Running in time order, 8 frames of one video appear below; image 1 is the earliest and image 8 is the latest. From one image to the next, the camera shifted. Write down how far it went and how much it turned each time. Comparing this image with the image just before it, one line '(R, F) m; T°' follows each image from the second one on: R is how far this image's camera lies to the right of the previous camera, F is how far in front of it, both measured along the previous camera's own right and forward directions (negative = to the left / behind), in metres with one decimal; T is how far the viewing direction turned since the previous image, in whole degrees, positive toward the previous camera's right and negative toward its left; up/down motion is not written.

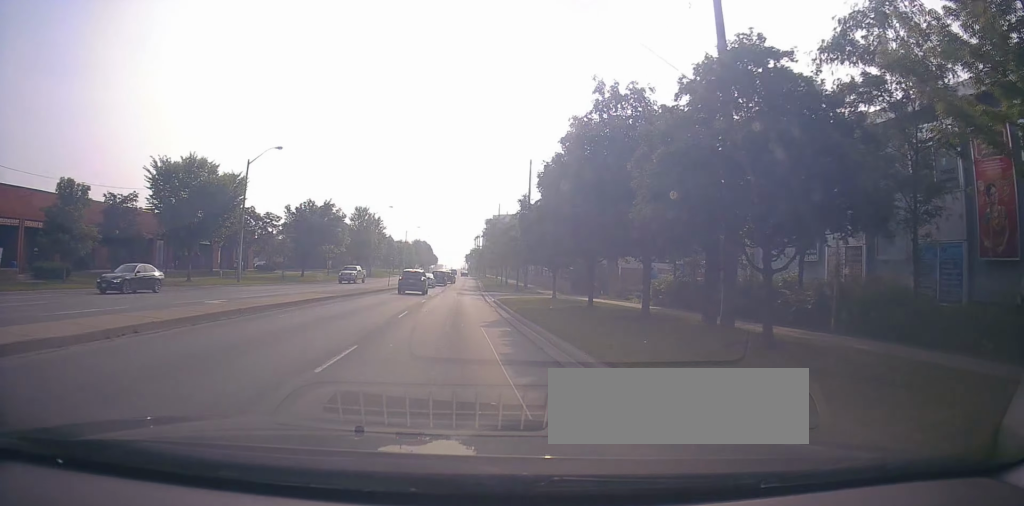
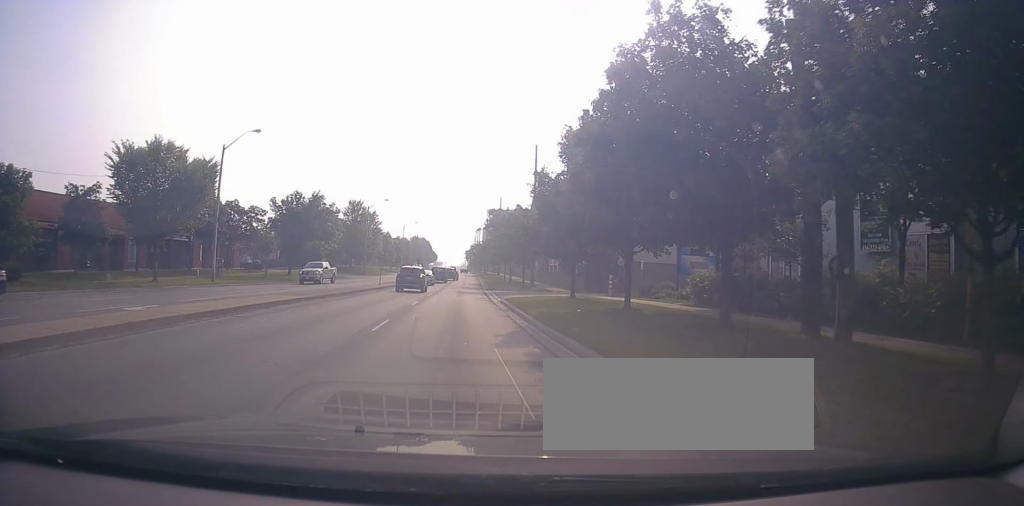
(-0.1, +5.3) m; +1°
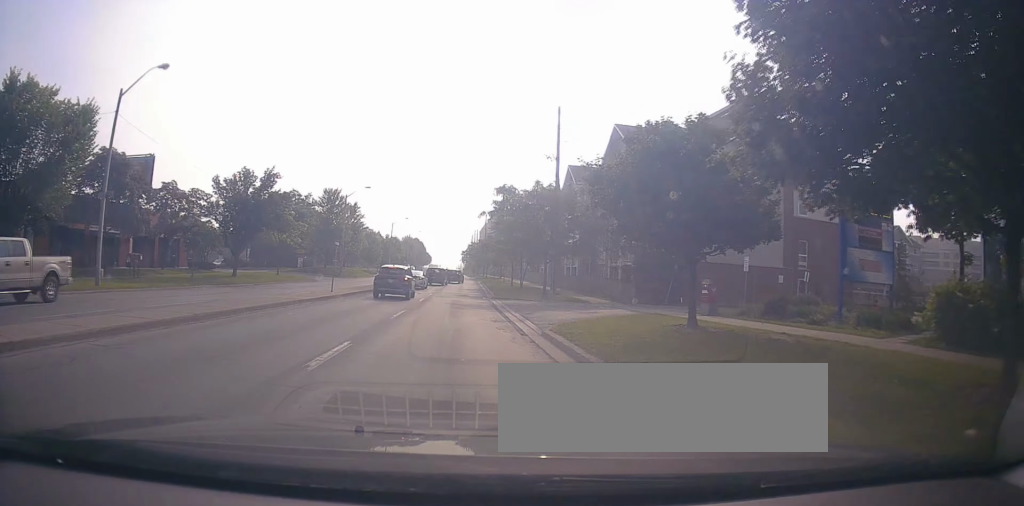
(+0.4, +14.8) m; +1°
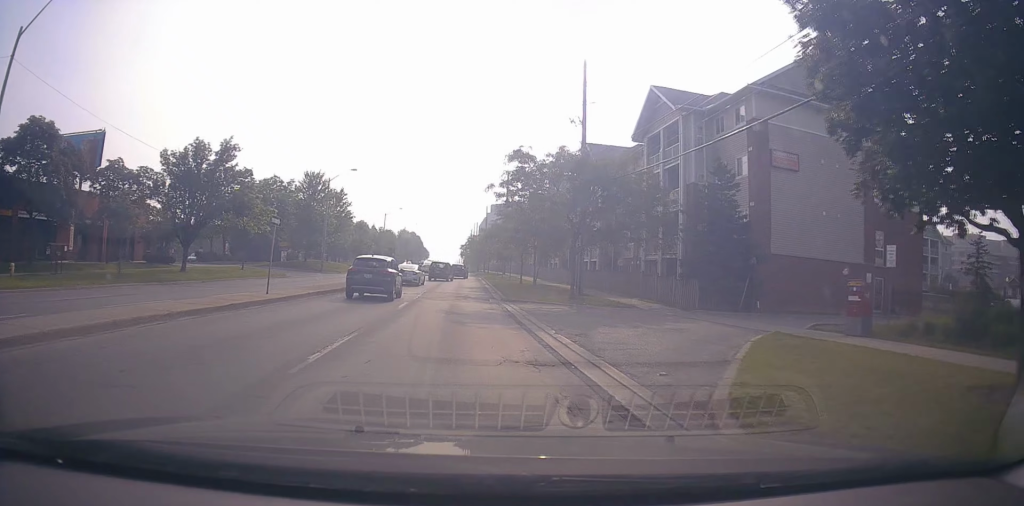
(-0.1, +9.4) m; -1°
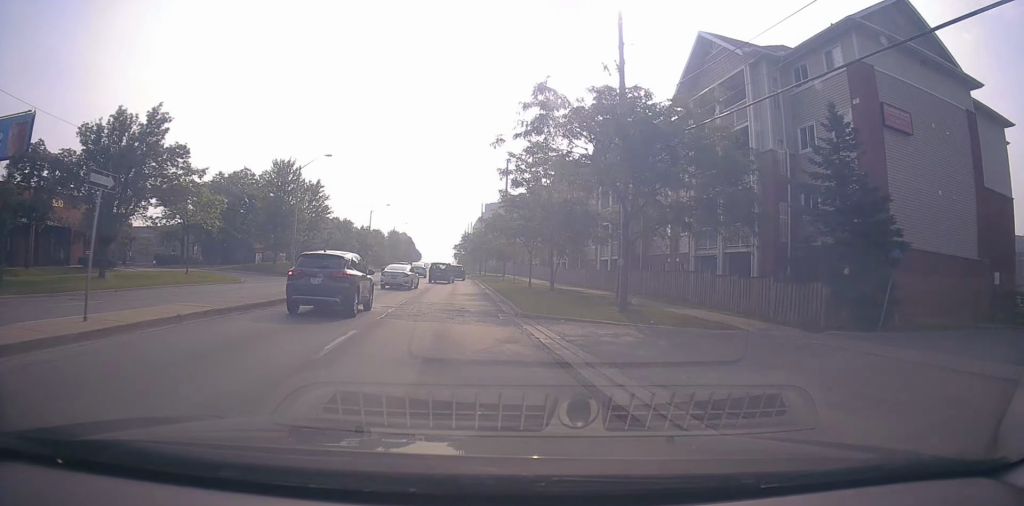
(+0.2, +9.9) m; -2°
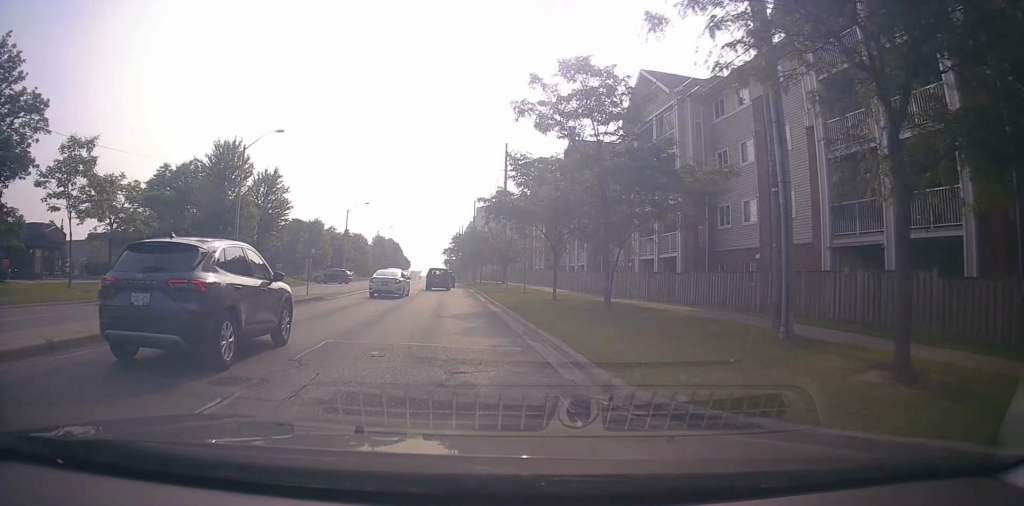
(-0.6, +13.2) m; +1°
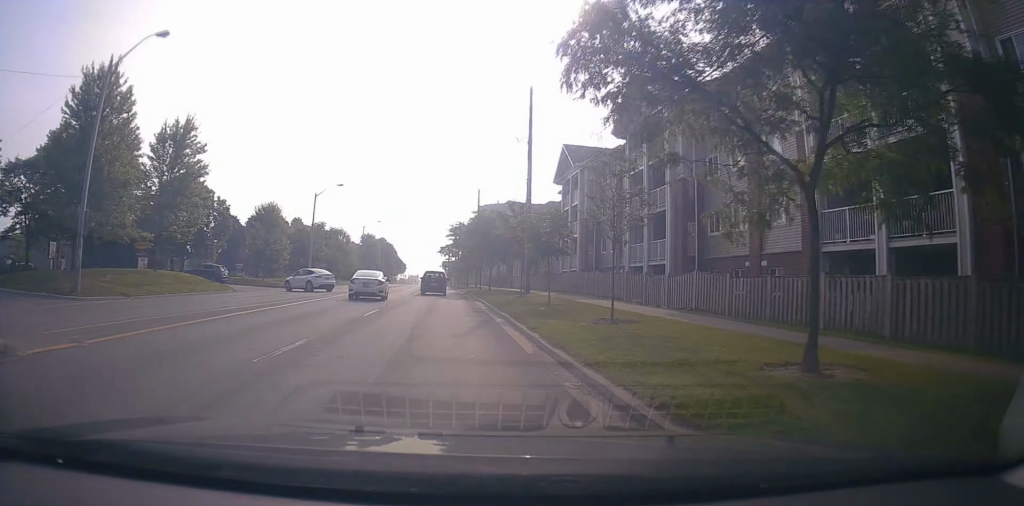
(+0.9, +19.2) m; -1°
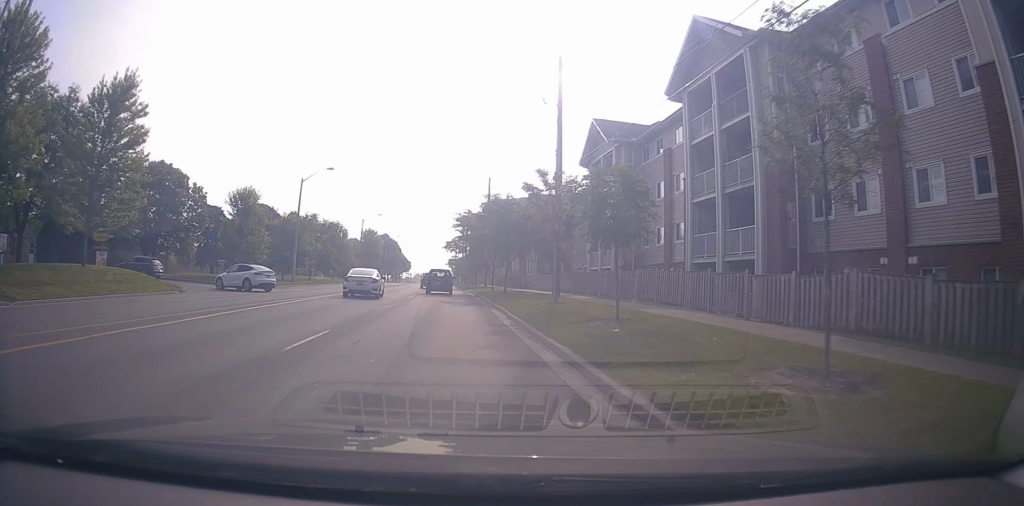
(-0.5, +8.8) m; +1°
